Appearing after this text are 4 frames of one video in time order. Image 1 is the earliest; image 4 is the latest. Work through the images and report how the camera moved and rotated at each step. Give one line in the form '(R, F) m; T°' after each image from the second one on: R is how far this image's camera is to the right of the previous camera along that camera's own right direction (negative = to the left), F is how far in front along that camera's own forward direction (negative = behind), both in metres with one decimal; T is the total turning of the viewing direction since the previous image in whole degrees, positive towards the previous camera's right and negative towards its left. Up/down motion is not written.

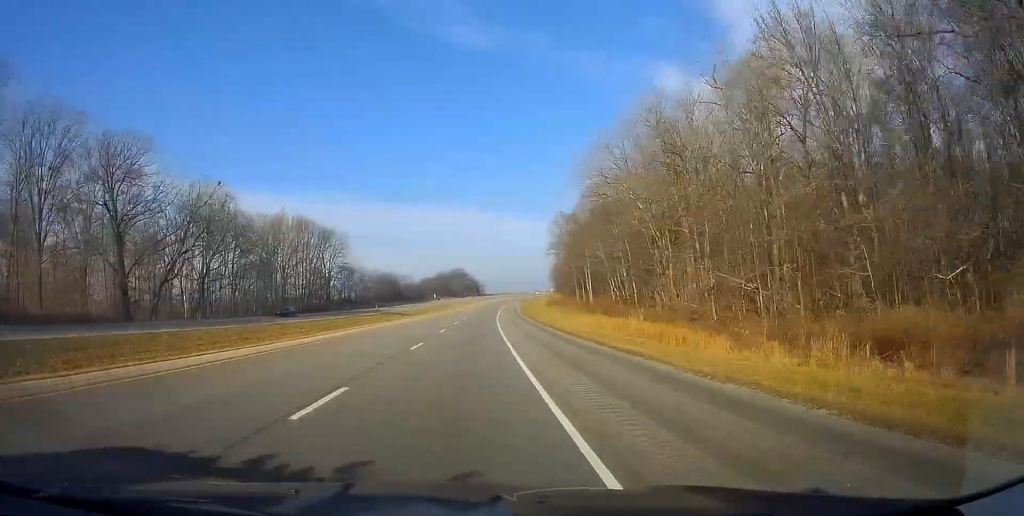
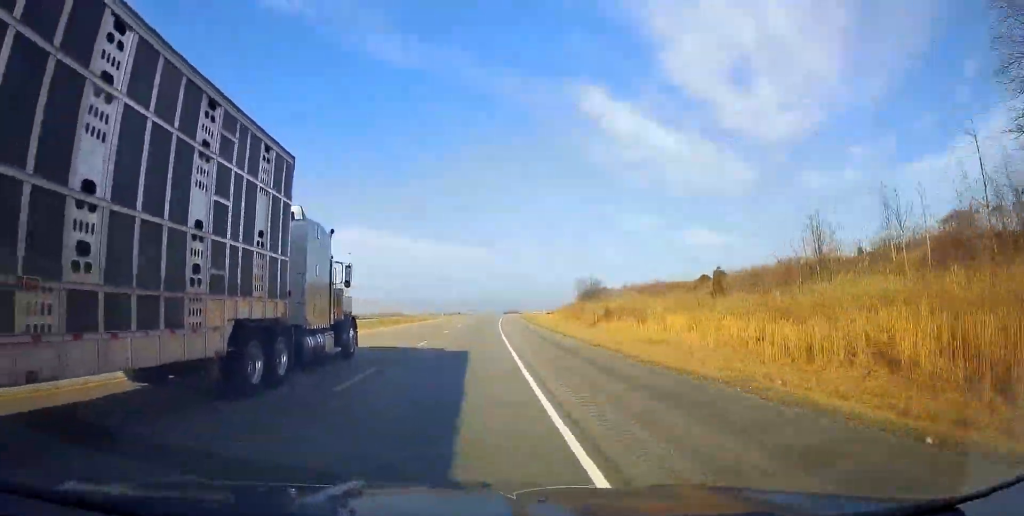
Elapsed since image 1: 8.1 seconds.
(+21.5, +261.6) m; +9°
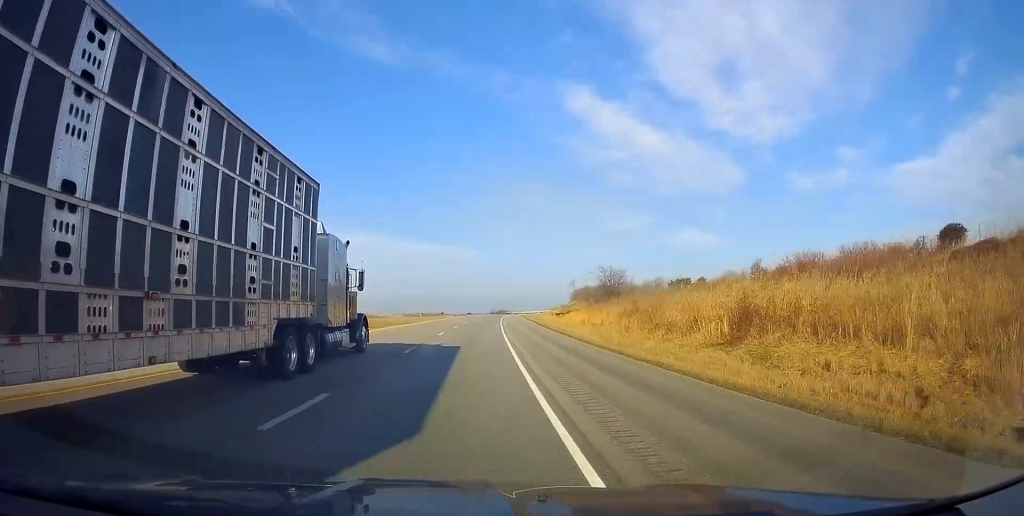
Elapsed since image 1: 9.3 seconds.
(+0.4, +41.3) m; +1°
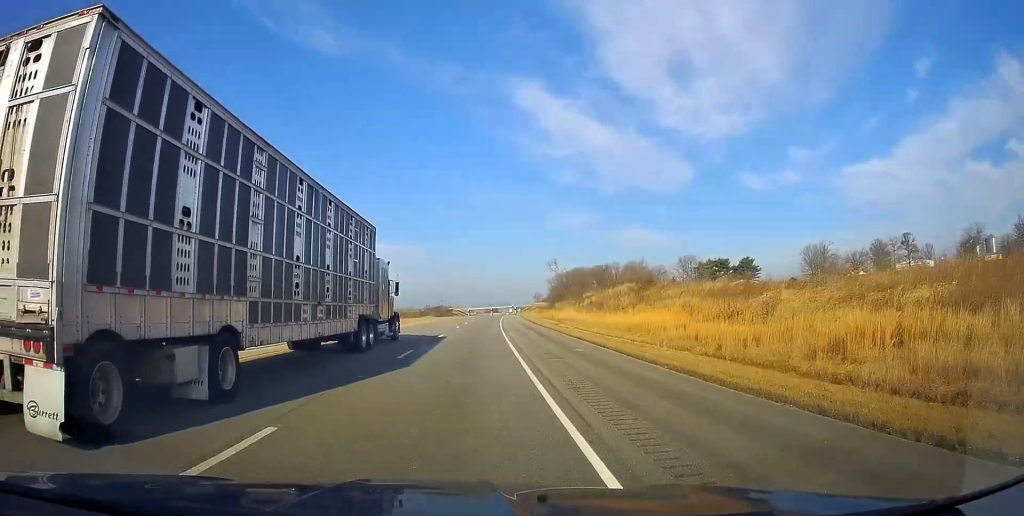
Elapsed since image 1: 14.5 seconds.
(+8.1, +168.1) m; +6°
